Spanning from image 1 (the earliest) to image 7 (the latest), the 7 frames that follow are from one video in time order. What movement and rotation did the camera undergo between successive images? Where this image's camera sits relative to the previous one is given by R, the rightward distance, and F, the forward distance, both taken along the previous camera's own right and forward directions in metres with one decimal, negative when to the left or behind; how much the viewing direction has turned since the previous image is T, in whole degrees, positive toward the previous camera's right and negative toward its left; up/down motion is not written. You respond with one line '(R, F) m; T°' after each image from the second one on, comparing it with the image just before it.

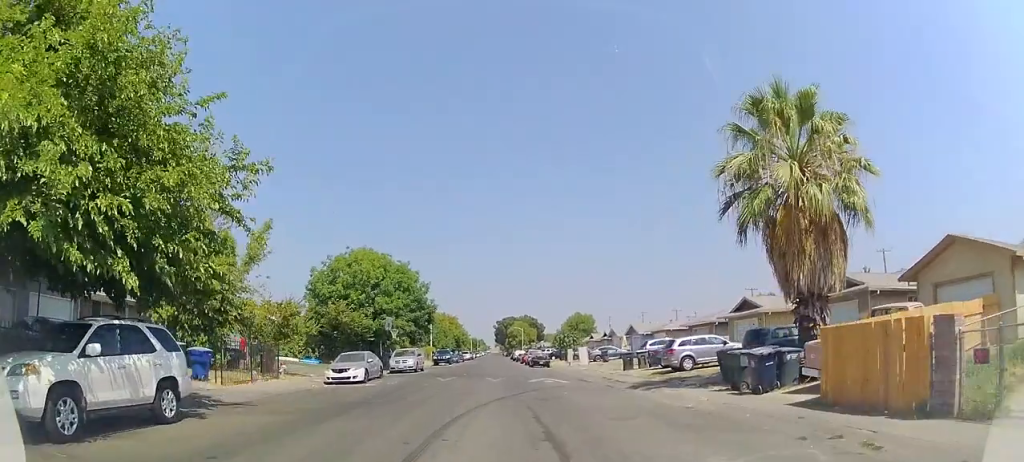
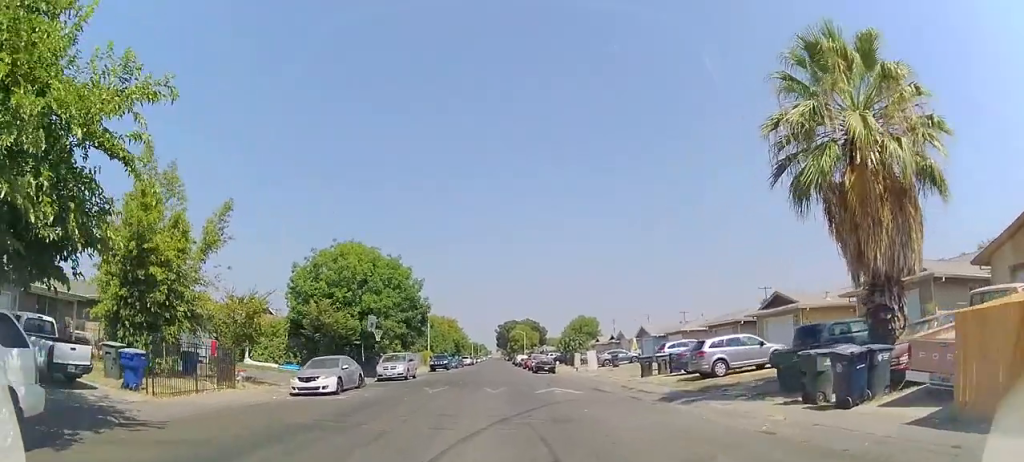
(0.0, +4.0) m; +2°
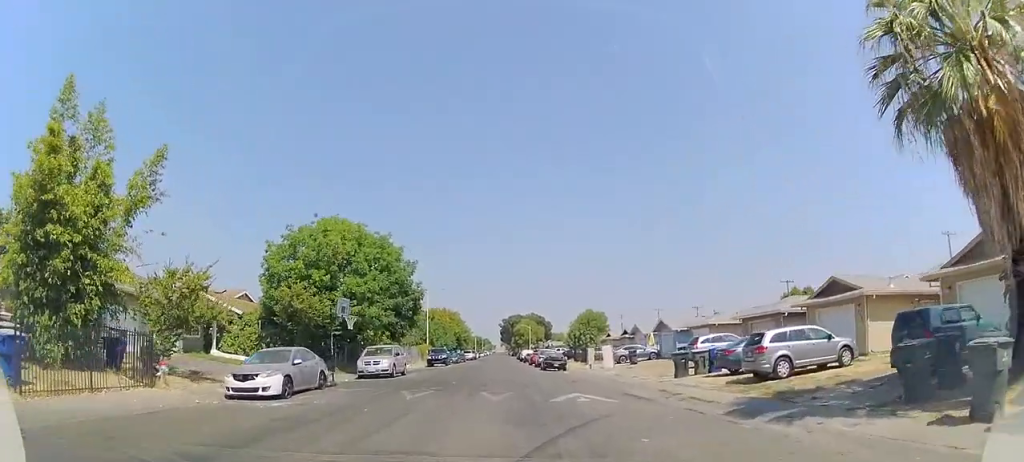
(+0.1, +5.2) m; +2°
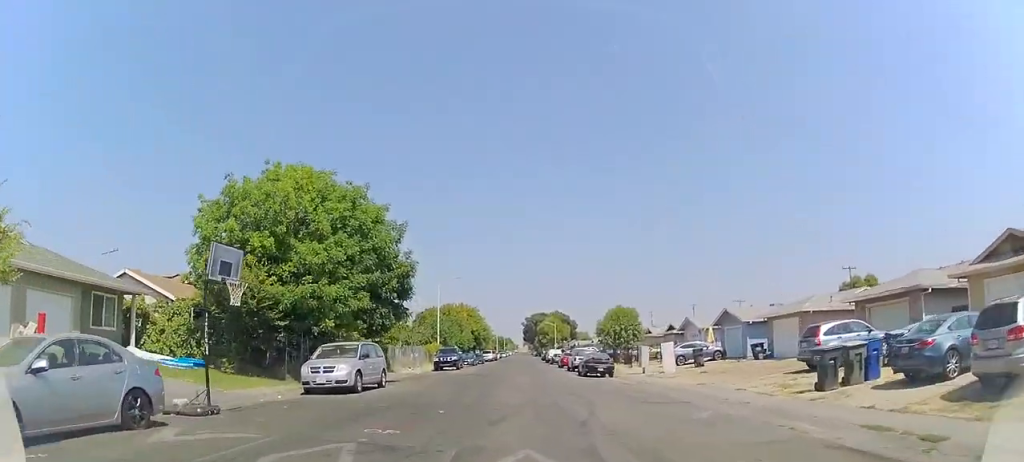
(-0.2, +10.7) m; -6°
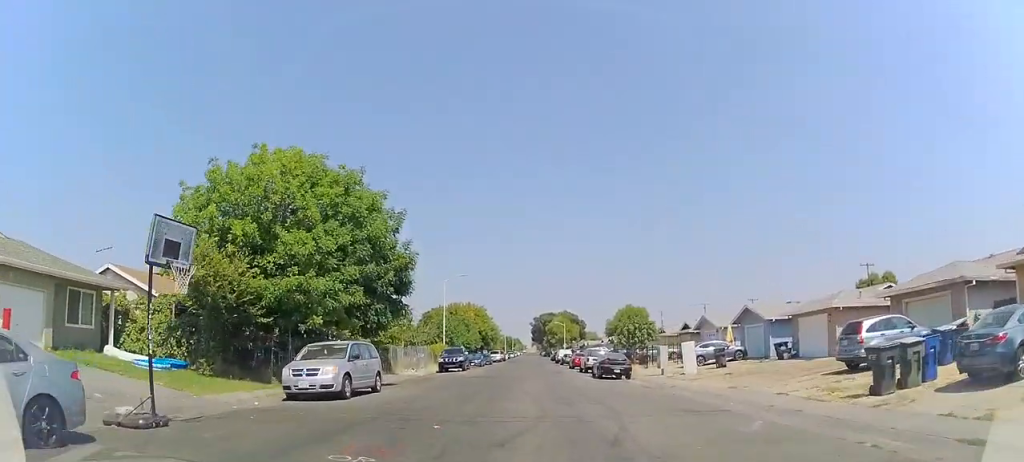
(0.0, +2.5) m; -2°
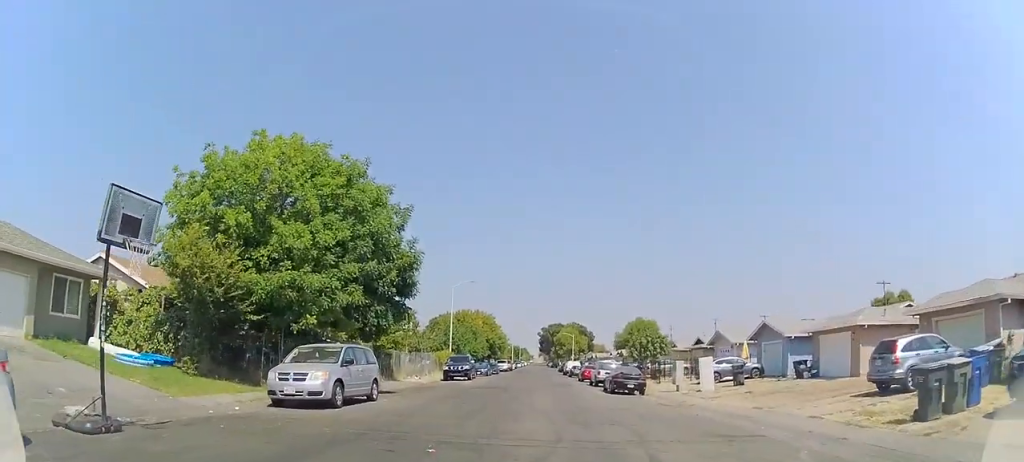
(0.0, +1.9) m; -1°
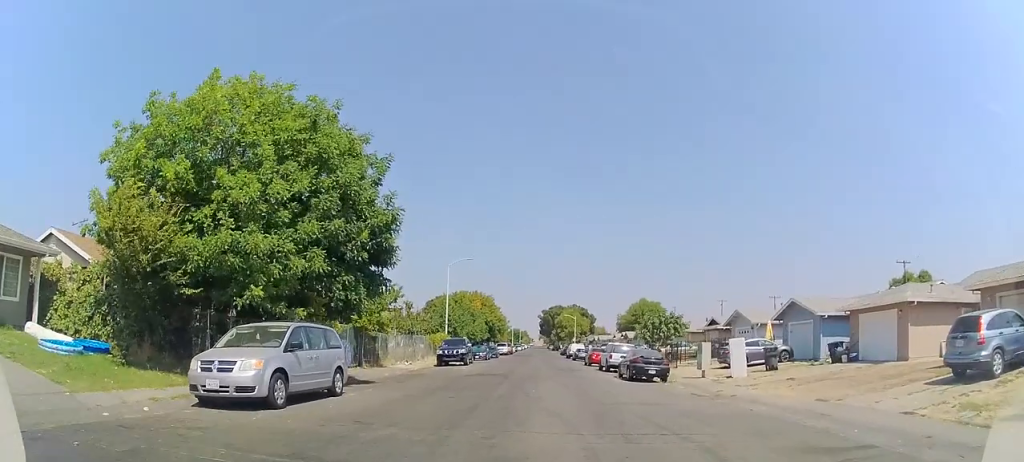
(-0.1, +4.3) m; -1°
